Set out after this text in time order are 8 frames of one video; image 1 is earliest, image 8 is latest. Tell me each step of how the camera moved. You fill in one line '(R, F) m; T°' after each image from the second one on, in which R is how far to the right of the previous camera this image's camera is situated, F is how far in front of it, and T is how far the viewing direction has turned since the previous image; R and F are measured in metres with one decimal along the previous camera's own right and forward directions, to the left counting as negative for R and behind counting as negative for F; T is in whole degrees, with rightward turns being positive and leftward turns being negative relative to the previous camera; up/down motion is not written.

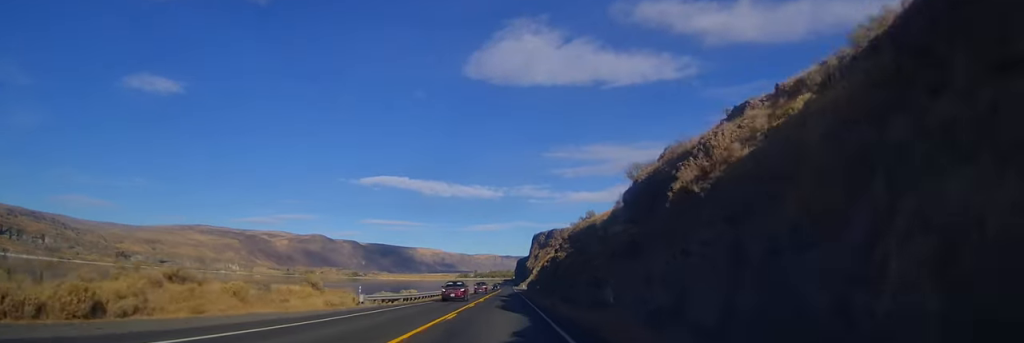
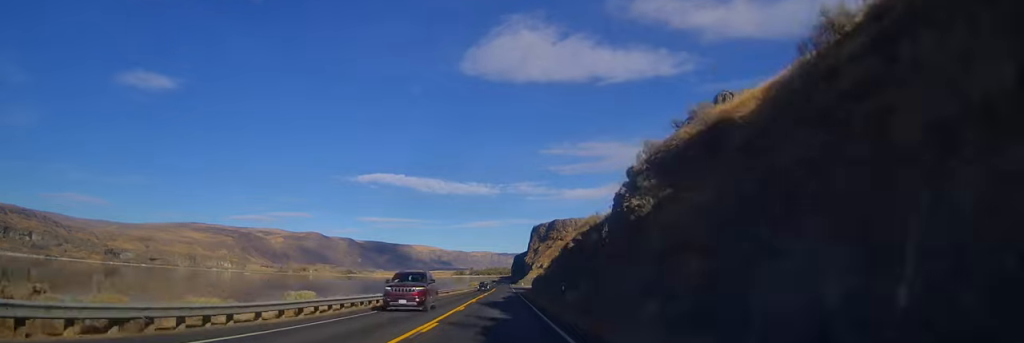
(-0.2, +30.1) m; +1°
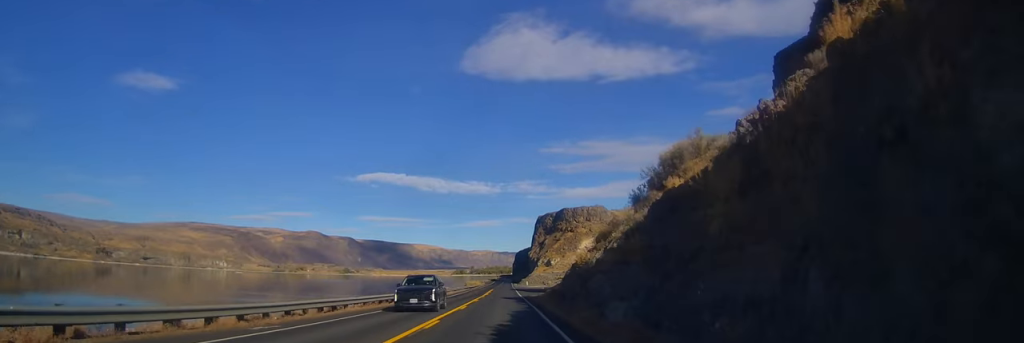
(+0.3, +35.5) m; +1°
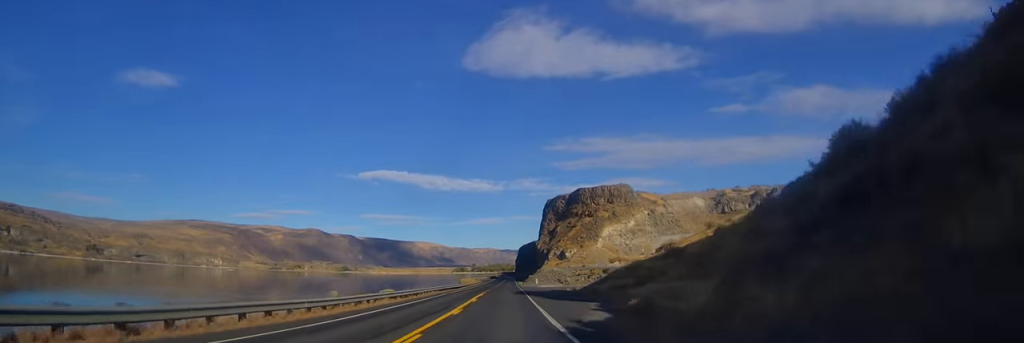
(+0.6, +41.7) m; +1°
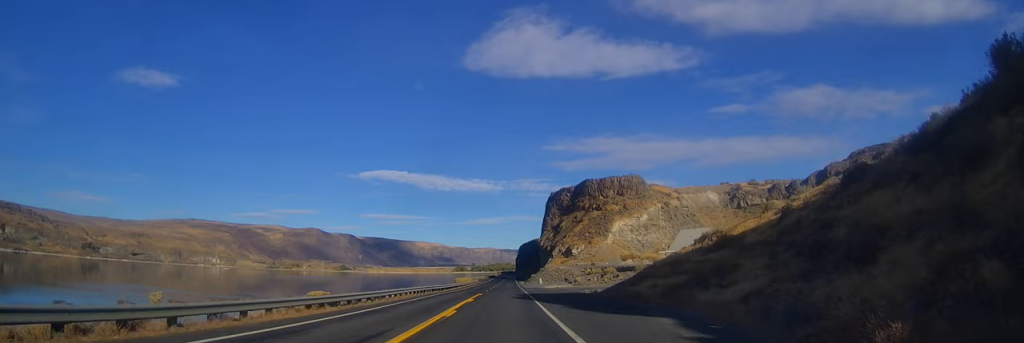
(0.0, +15.3) m; -1°
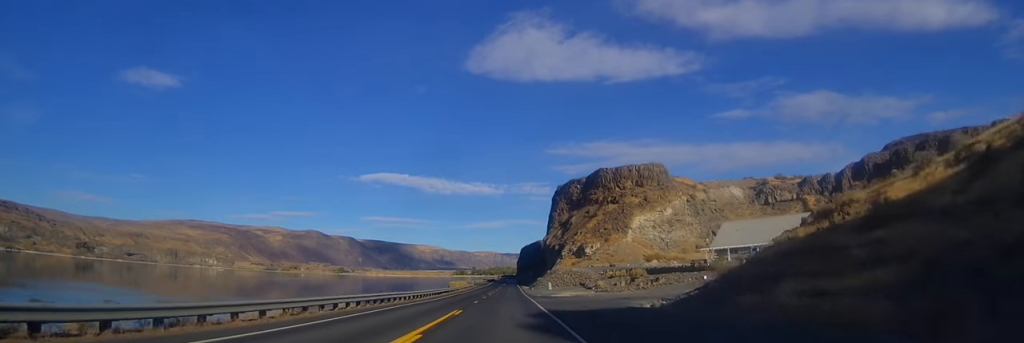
(-0.3, +21.6) m; -1°
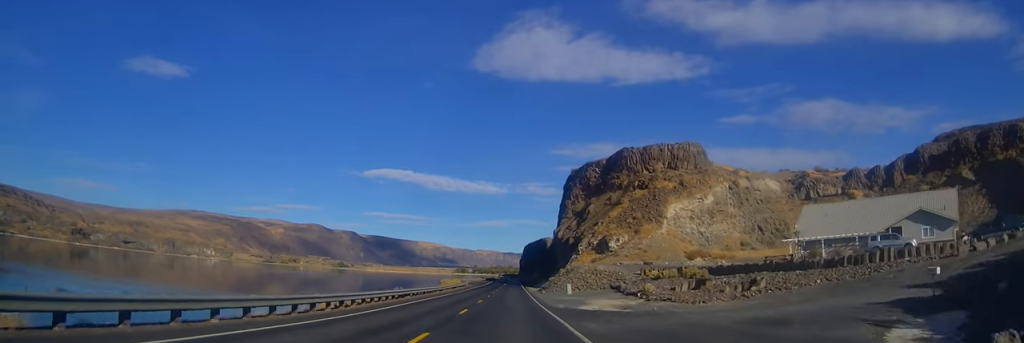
(-0.4, +24.4) m; 0°
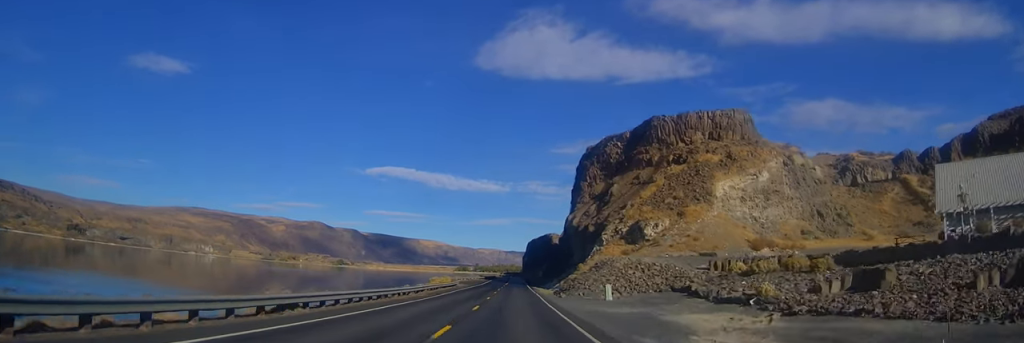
(+0.1, +22.6) m; +1°
